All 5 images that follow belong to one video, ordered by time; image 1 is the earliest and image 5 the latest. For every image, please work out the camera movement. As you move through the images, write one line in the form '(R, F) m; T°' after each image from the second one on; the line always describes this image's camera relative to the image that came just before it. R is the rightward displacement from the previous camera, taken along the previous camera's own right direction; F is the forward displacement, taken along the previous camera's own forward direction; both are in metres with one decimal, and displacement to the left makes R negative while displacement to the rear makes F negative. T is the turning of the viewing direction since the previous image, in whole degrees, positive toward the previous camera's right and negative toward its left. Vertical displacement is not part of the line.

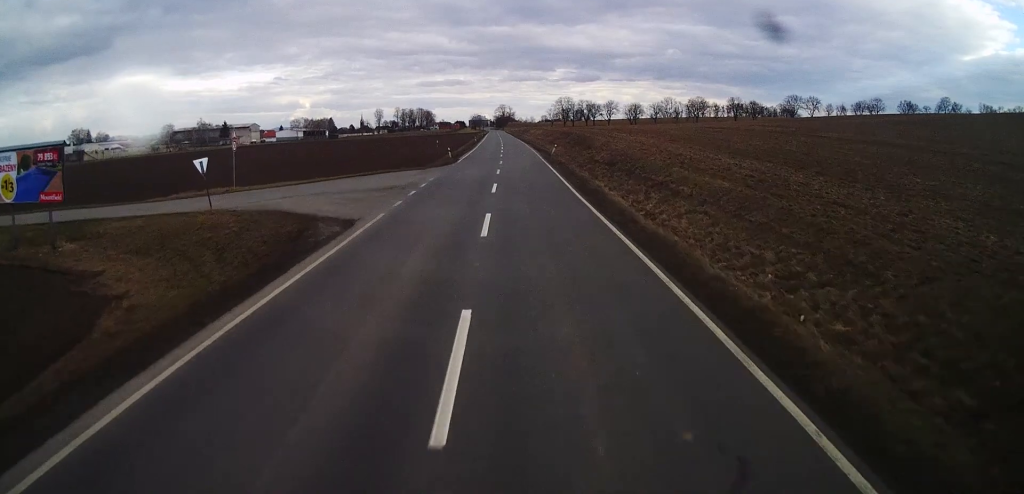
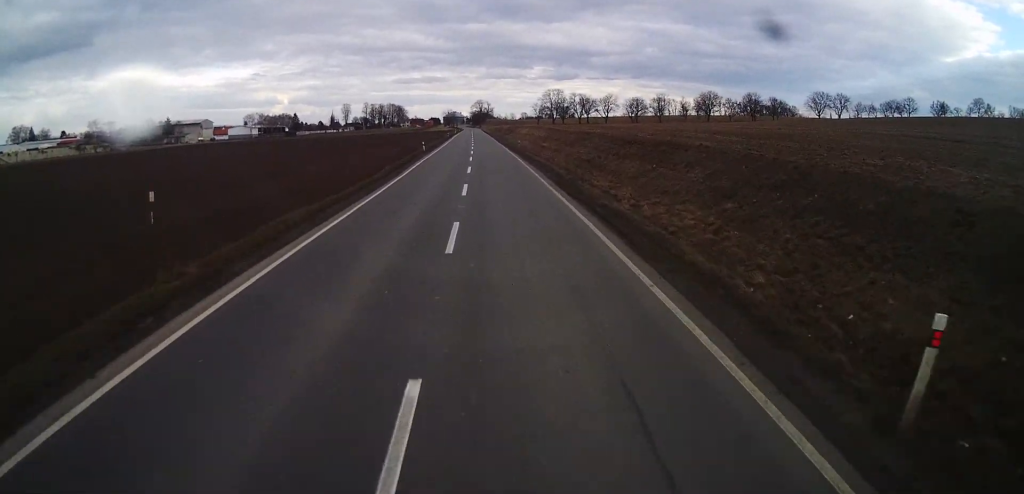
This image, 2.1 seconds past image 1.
(+0.3, +47.4) m; +2°
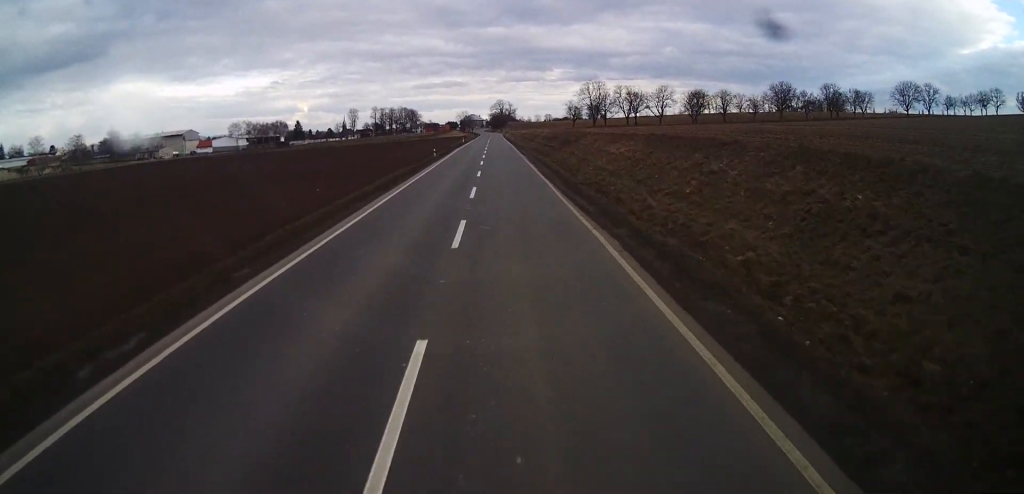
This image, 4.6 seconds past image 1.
(+0.1, +53.0) m; -2°
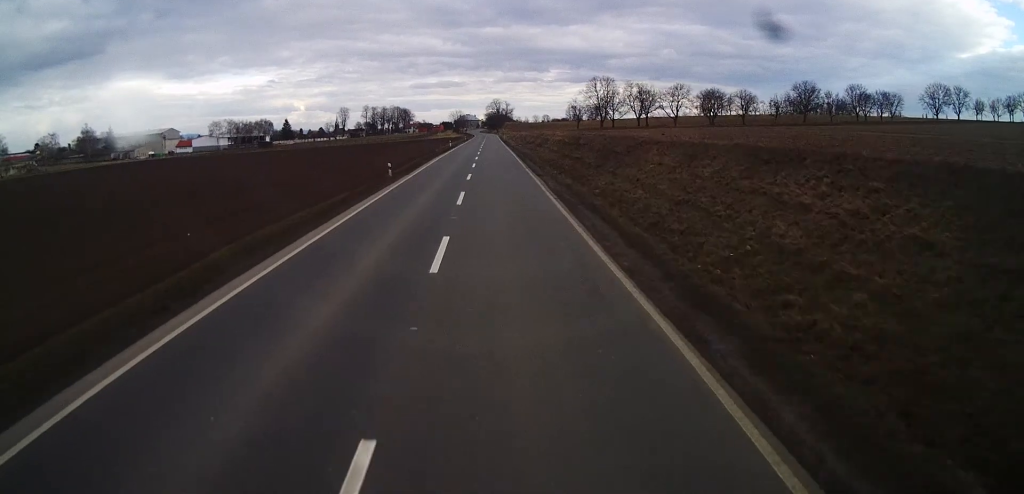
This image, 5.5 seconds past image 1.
(-0.3, +19.9) m; 0°
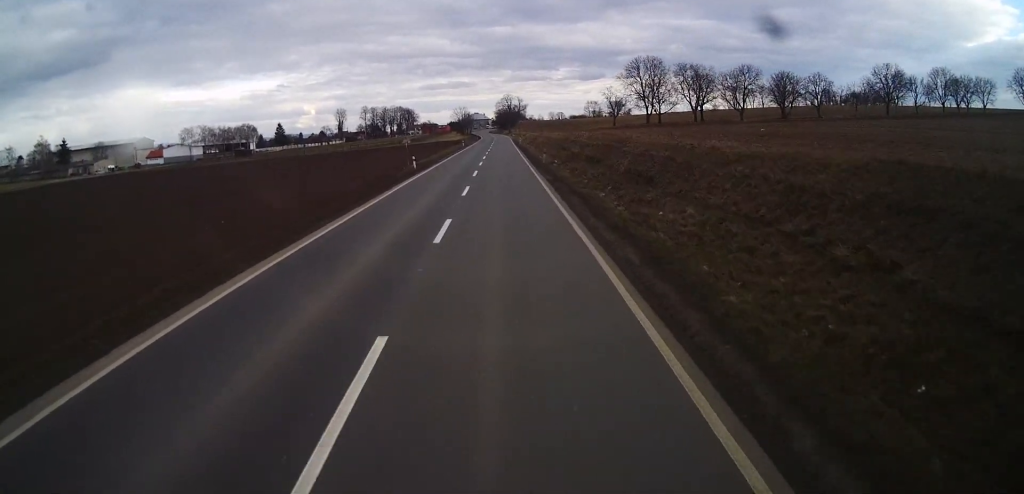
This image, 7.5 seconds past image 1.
(+0.5, +42.6) m; 0°
